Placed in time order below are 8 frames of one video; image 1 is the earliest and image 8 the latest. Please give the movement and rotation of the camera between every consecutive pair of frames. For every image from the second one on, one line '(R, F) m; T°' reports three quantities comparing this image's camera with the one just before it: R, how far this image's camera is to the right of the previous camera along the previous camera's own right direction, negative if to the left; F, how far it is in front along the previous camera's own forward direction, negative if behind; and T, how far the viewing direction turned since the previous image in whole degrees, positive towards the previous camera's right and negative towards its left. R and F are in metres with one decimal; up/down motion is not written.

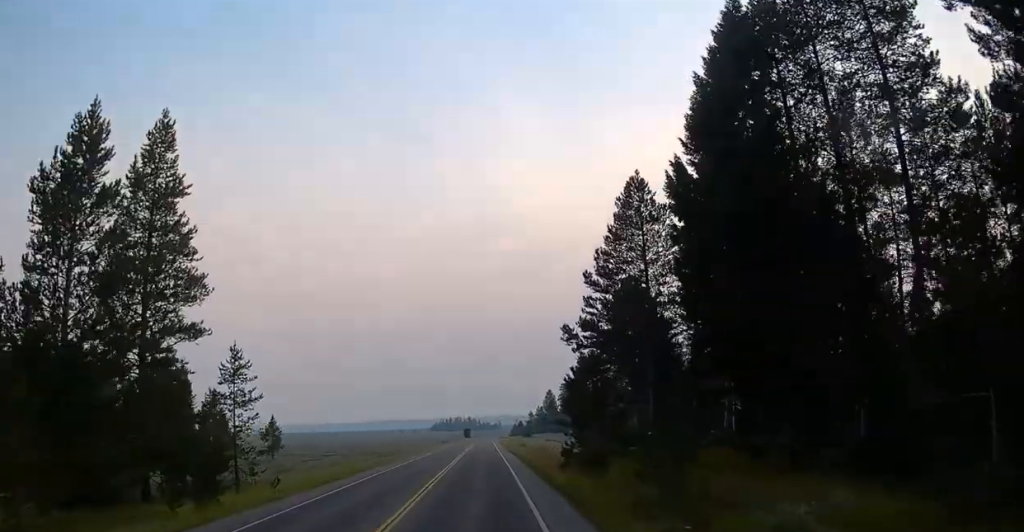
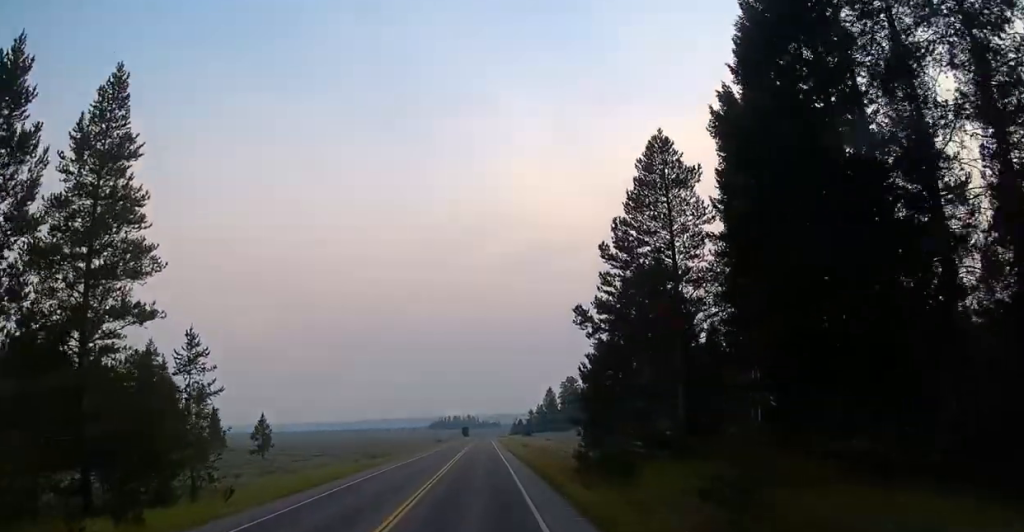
(0.0, +5.3) m; +1°
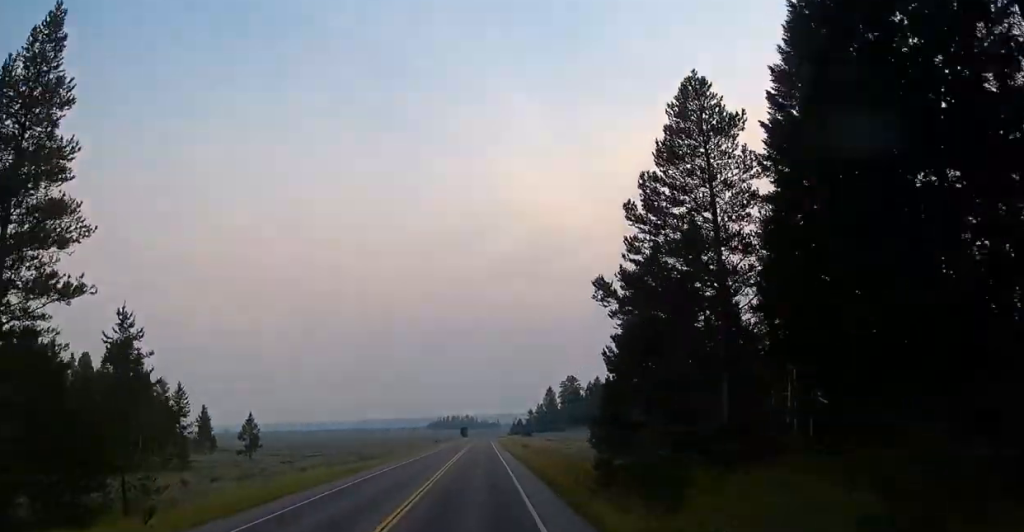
(0.0, +5.7) m; +1°
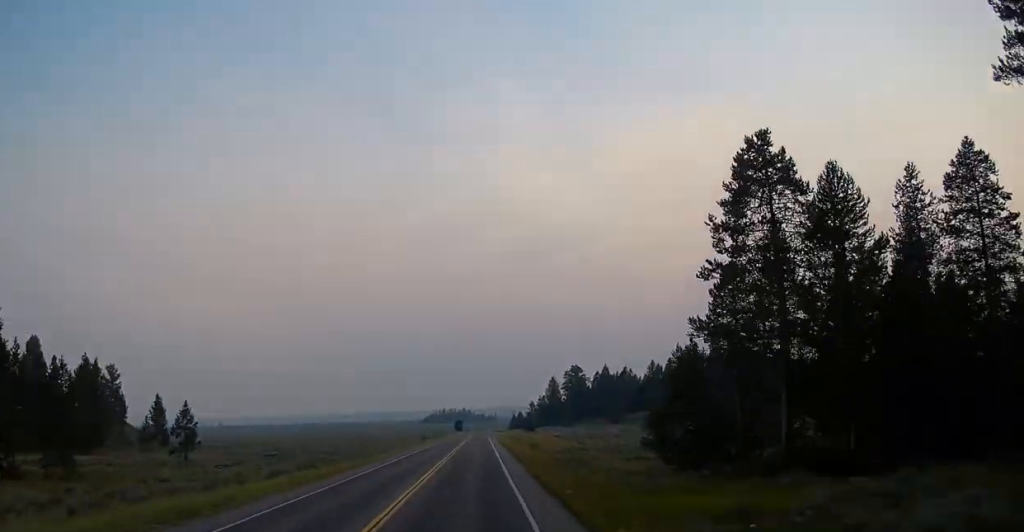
(+0.5, +24.1) m; 0°
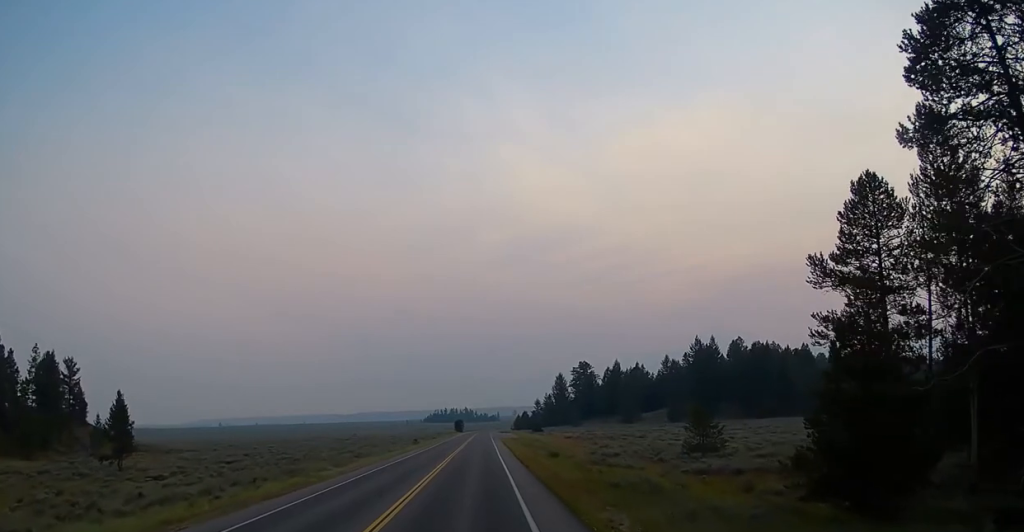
(-0.2, +18.7) m; -1°
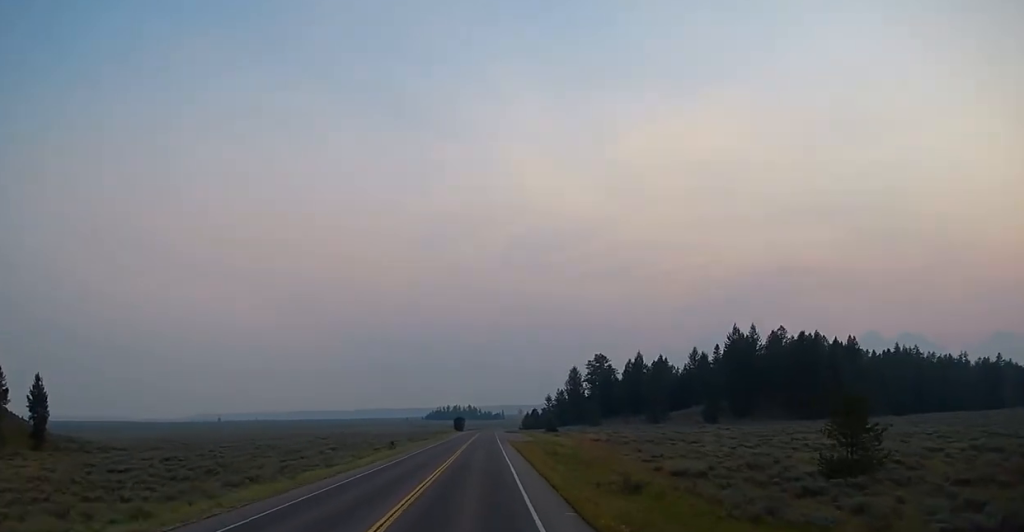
(-0.4, +28.2) m; -1°
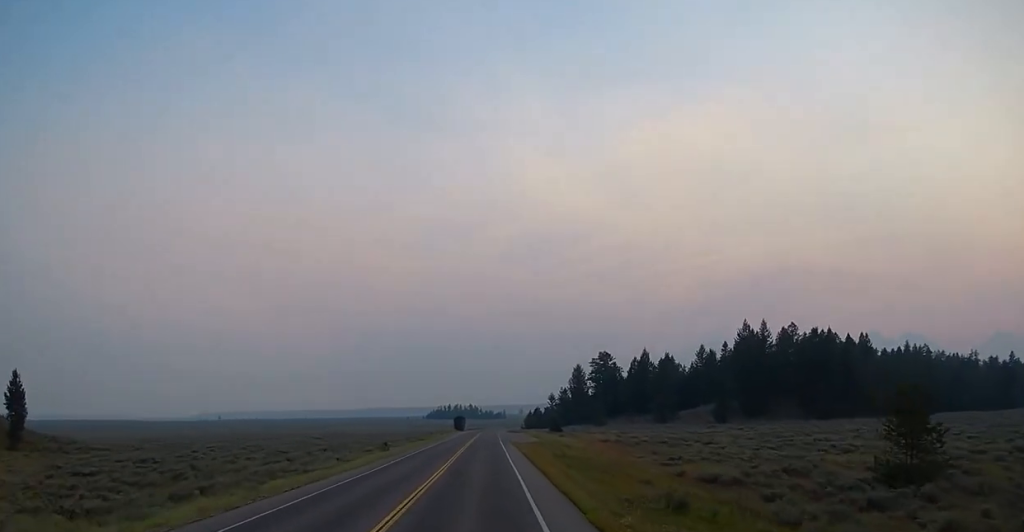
(-0.1, +6.3) m; 0°
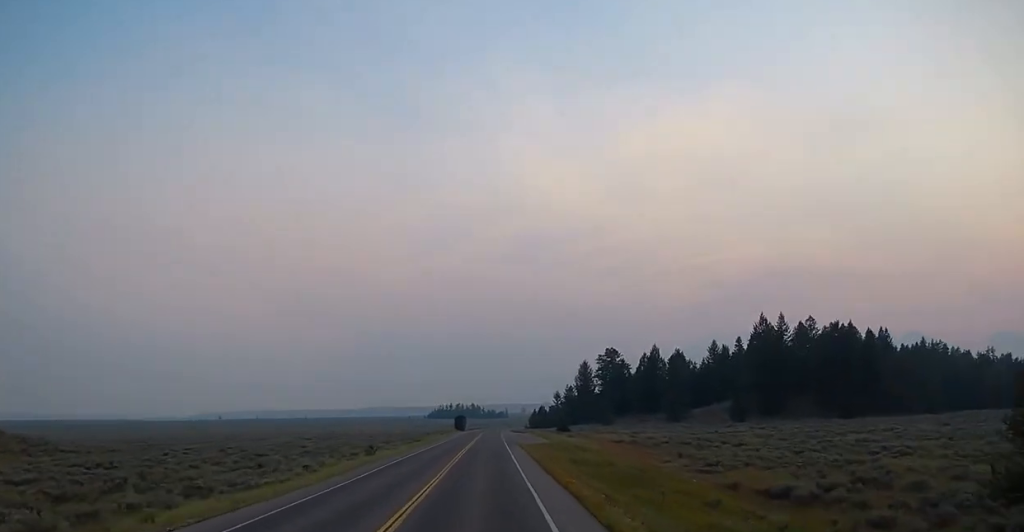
(+0.3, +9.4) m; 0°
